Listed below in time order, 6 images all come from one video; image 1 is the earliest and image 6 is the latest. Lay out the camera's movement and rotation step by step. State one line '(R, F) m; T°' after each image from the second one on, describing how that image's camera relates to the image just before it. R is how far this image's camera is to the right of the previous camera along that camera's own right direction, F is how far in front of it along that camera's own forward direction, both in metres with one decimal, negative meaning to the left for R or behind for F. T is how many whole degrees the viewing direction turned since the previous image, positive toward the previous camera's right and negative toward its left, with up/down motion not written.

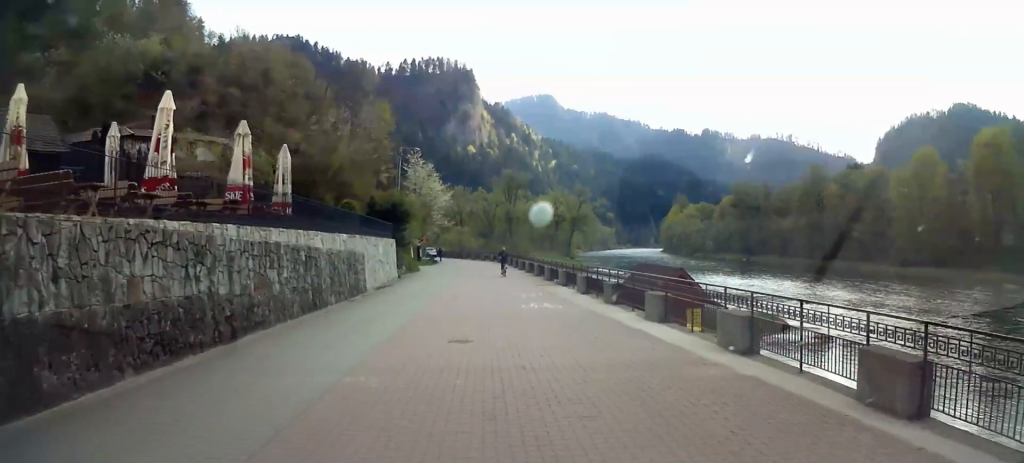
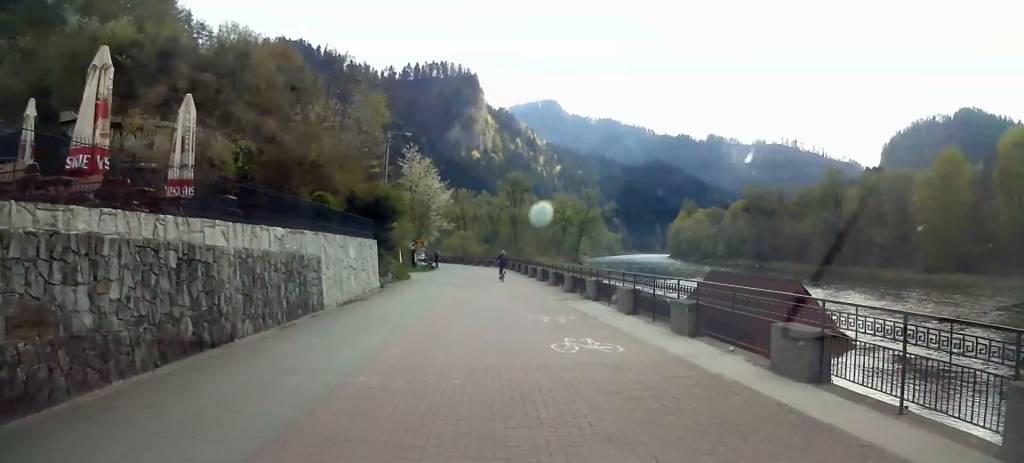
(-0.2, +8.4) m; 0°
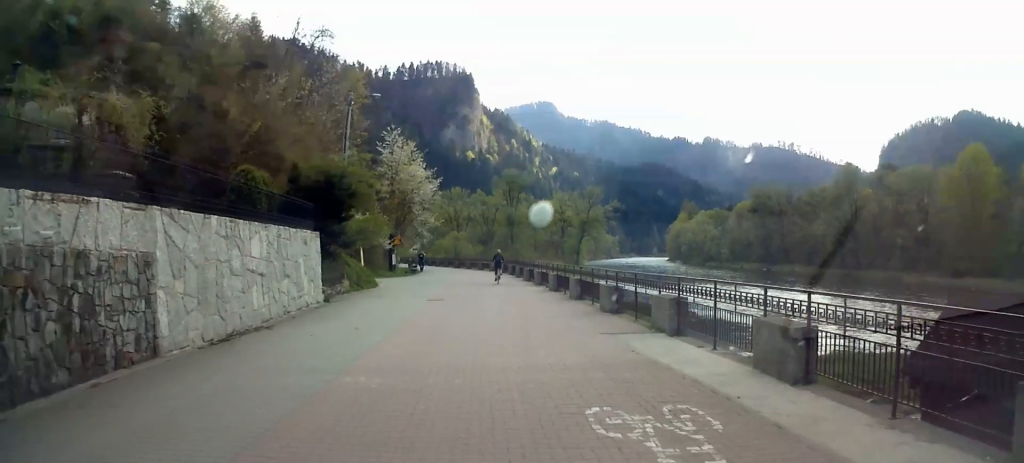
(0.0, +11.1) m; -1°
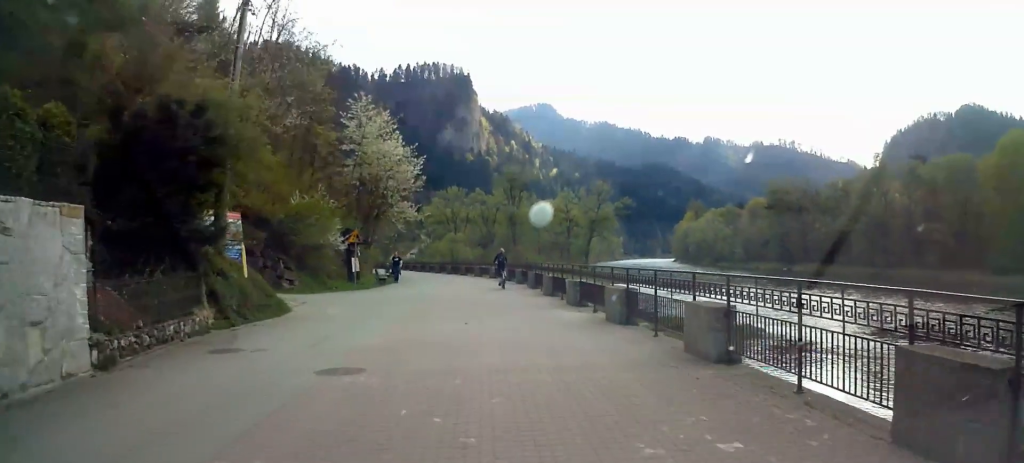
(-0.1, +14.9) m; +1°
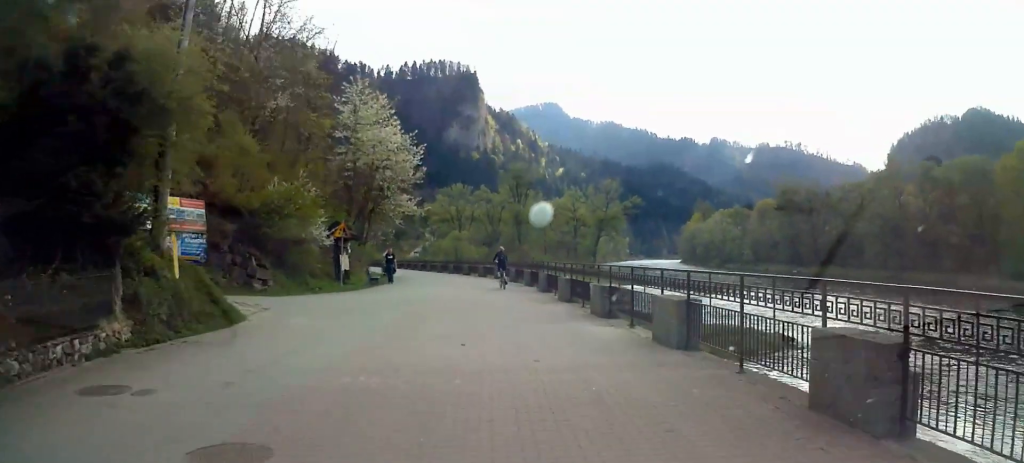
(+0.1, +4.1) m; 0°
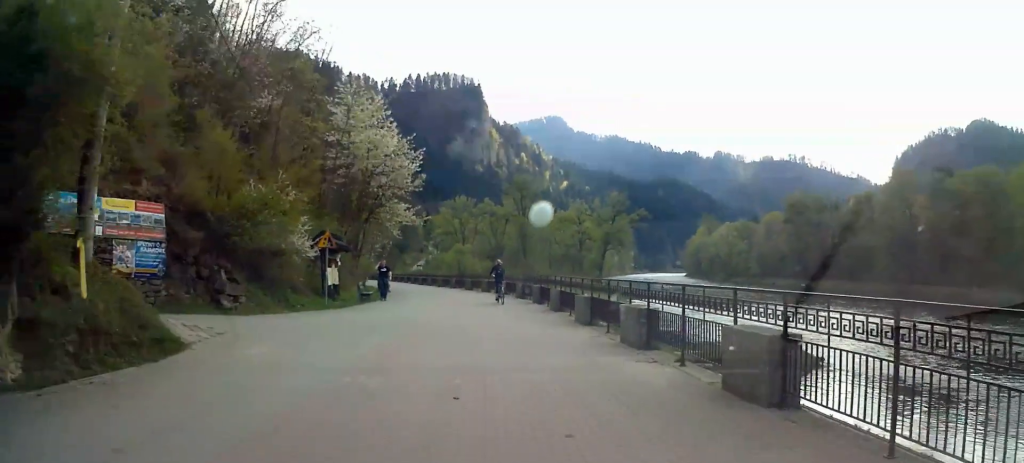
(+0.1, +3.4) m; -1°
